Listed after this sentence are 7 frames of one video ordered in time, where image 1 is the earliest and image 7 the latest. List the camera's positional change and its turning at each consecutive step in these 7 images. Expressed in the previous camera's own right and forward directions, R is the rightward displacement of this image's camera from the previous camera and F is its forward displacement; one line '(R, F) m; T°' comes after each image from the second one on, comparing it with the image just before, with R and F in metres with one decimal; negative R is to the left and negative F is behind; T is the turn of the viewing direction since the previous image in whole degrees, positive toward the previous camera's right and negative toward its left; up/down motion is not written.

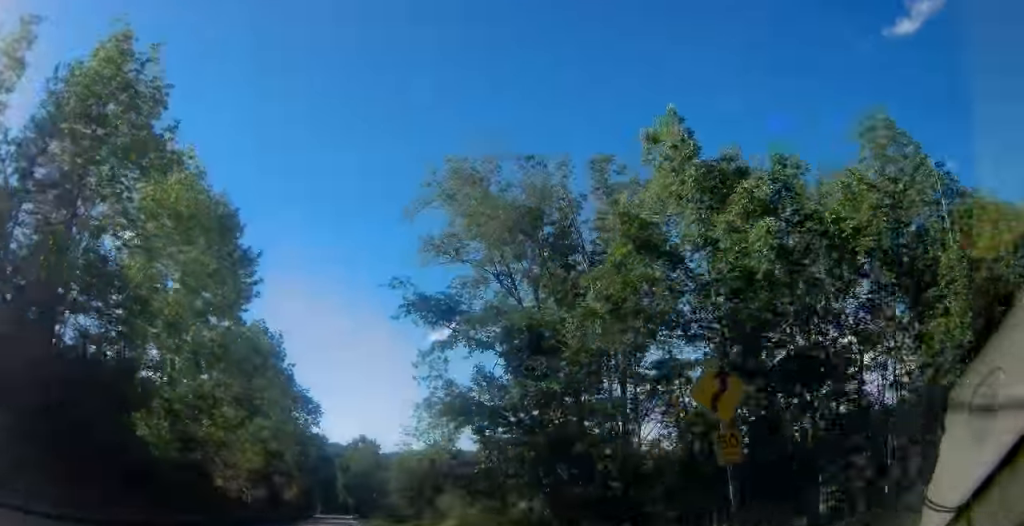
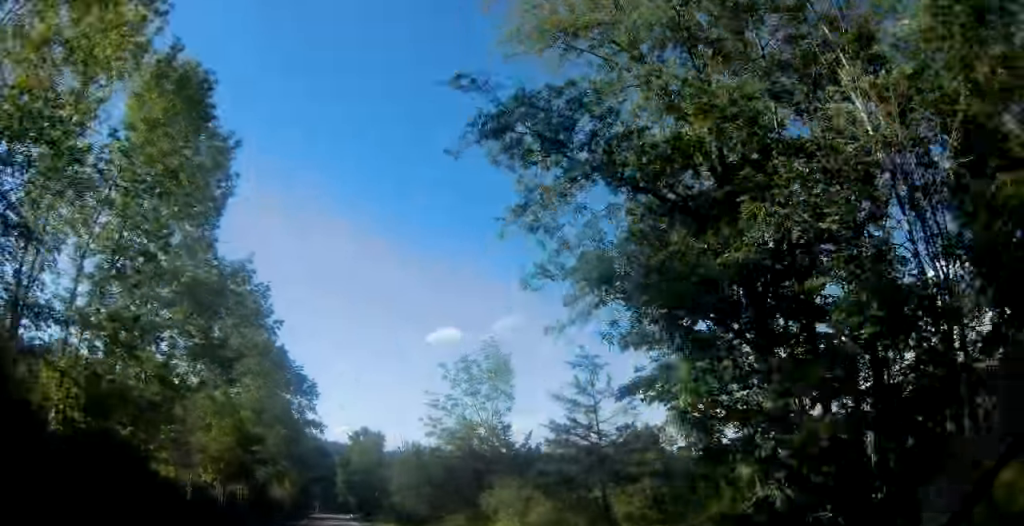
(0.0, +11.4) m; 0°
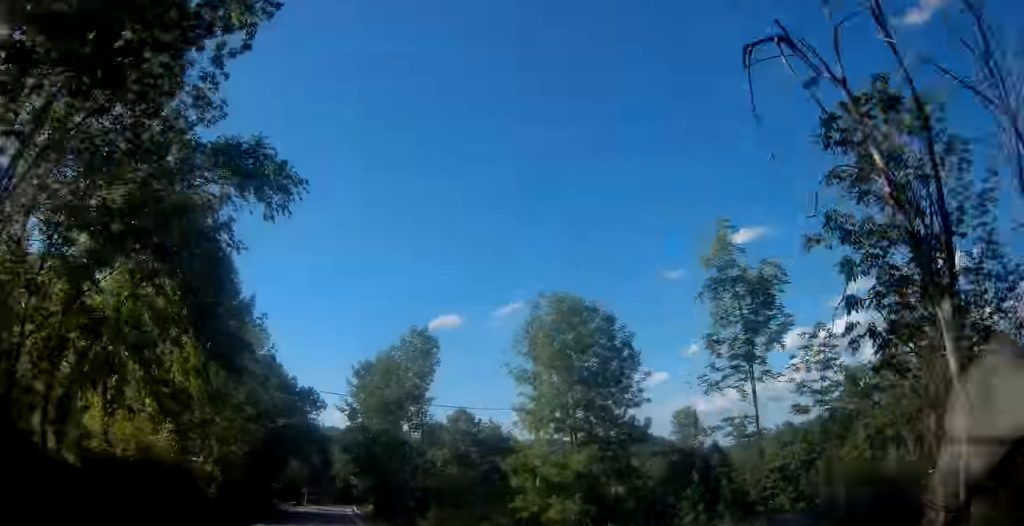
(-0.2, +48.9) m; -1°
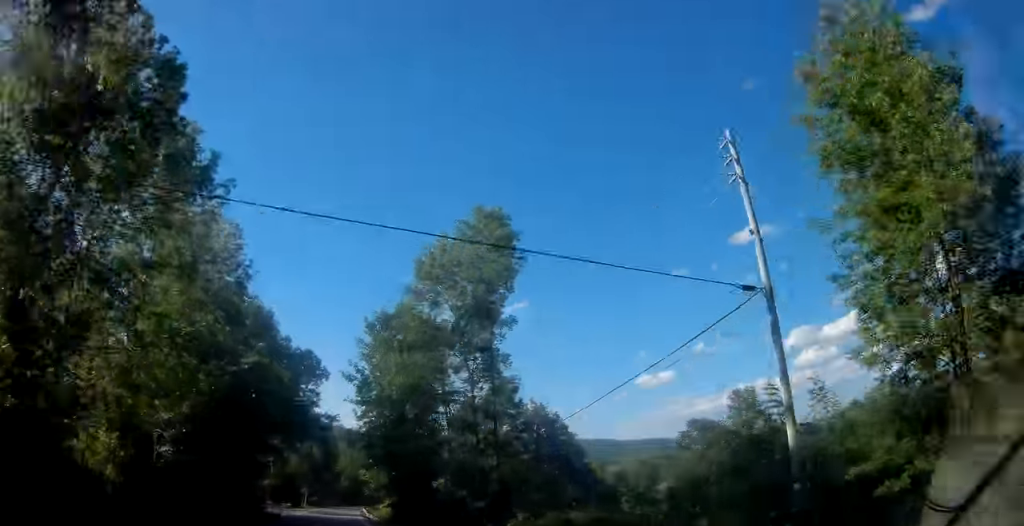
(0.0, +17.6) m; 0°
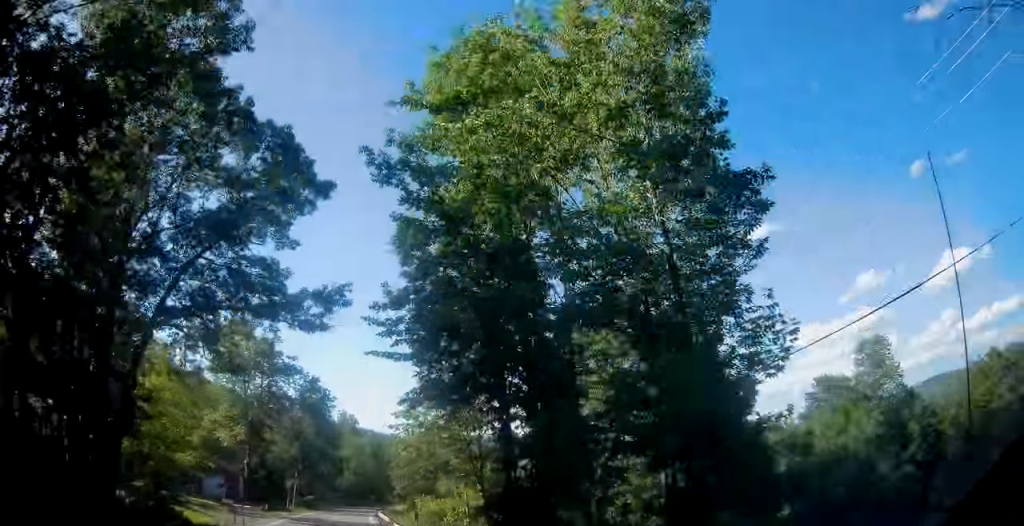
(-0.1, +31.5) m; 0°
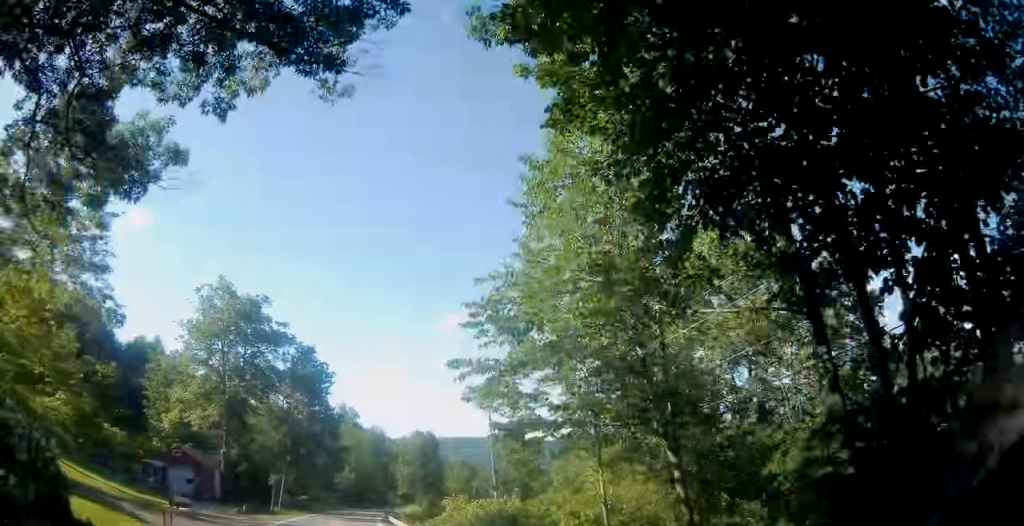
(+0.1, +14.7) m; +1°
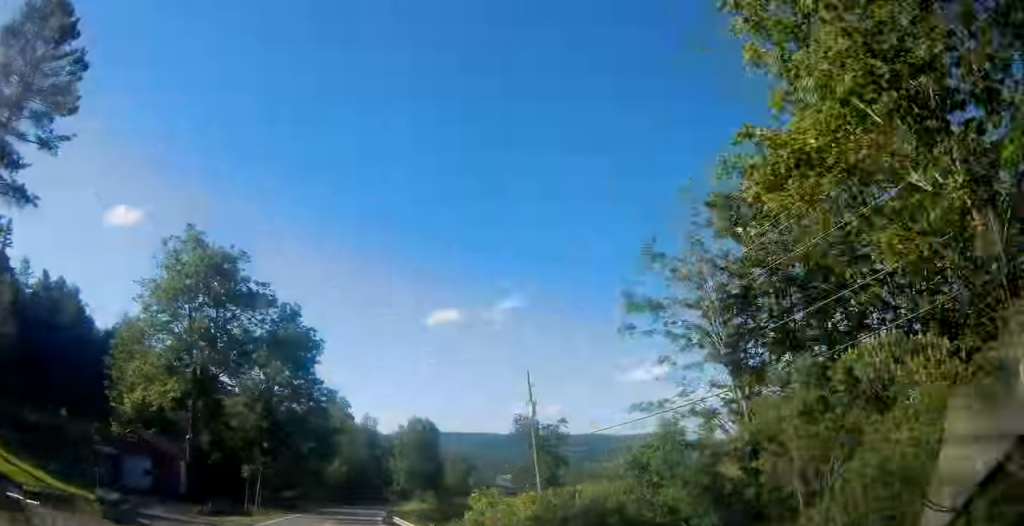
(+0.1, +10.8) m; +1°
